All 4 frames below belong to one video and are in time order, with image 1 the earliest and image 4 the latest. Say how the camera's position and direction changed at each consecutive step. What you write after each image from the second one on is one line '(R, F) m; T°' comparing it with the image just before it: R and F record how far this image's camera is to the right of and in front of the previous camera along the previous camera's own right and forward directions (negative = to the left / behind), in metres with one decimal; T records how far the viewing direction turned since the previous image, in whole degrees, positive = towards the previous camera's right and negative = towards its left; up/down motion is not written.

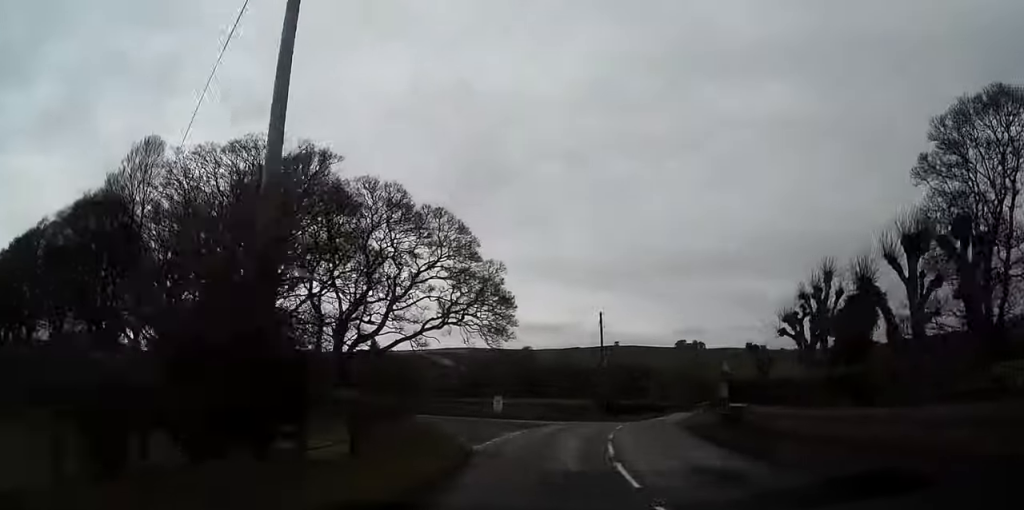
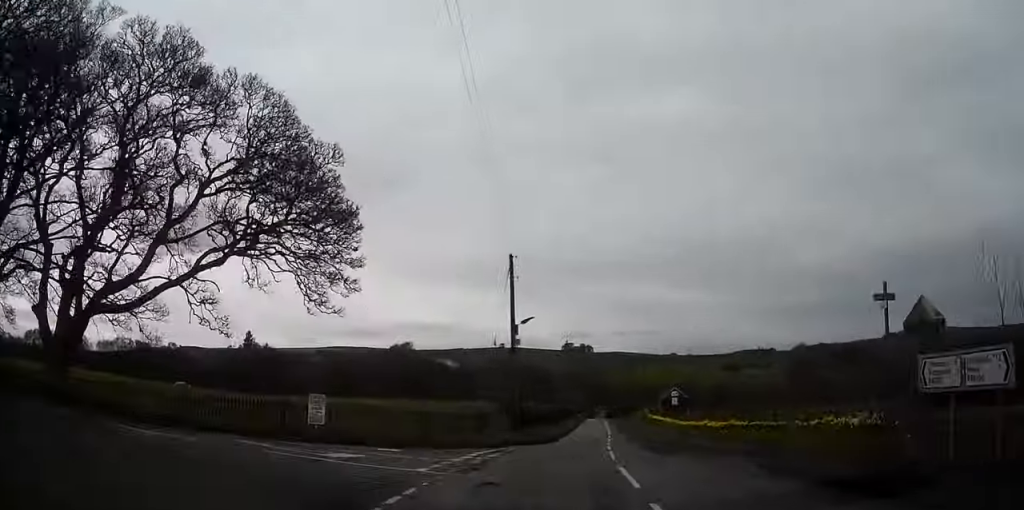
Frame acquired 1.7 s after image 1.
(+1.1, +23.6) m; +8°
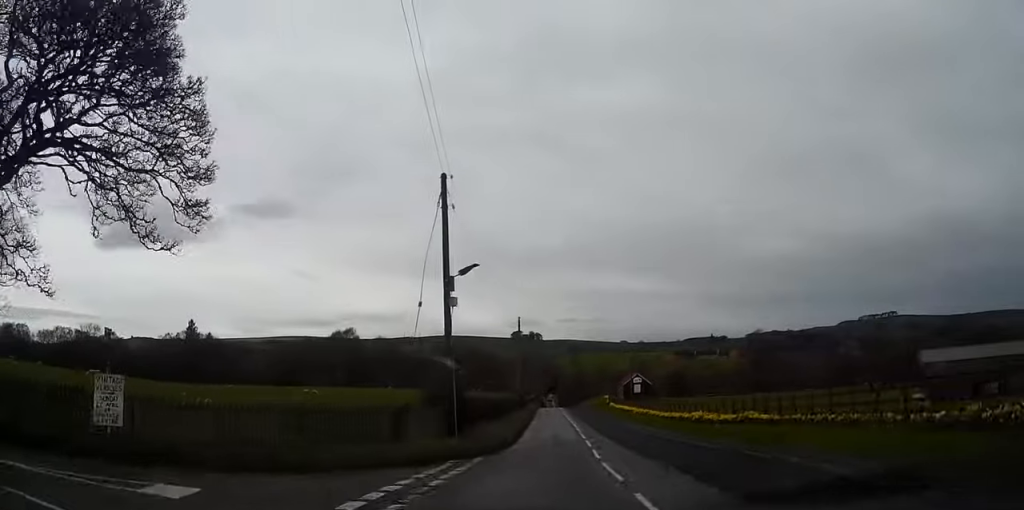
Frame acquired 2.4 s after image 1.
(+0.5, +11.0) m; +3°
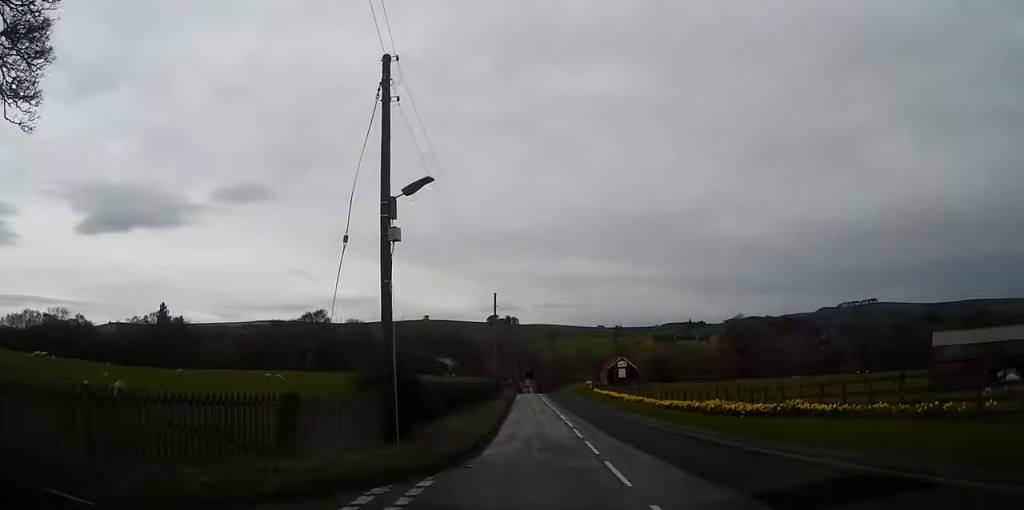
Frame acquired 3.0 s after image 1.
(+0.1, +7.7) m; +2°
